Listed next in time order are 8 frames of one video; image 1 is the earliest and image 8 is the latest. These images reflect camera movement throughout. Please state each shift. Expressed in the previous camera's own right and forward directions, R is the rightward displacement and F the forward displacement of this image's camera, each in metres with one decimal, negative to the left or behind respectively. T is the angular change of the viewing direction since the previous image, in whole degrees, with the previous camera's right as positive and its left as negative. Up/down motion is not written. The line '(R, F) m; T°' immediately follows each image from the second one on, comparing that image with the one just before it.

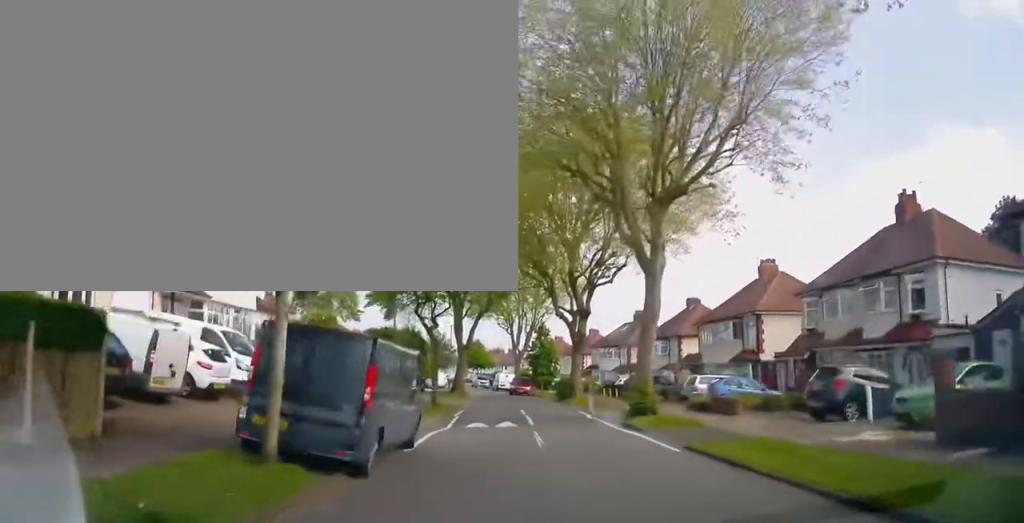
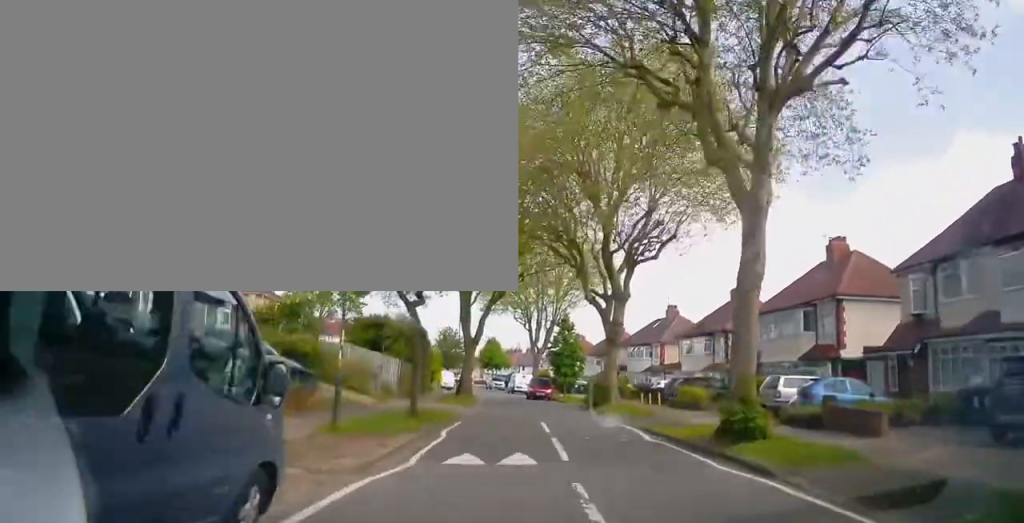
(-0.1, +8.2) m; 0°
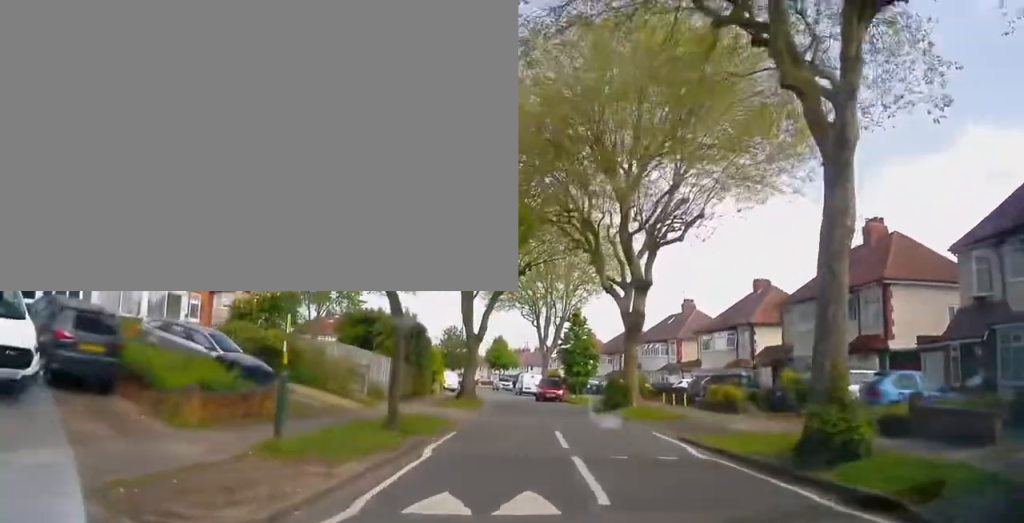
(0.0, +3.7) m; 0°
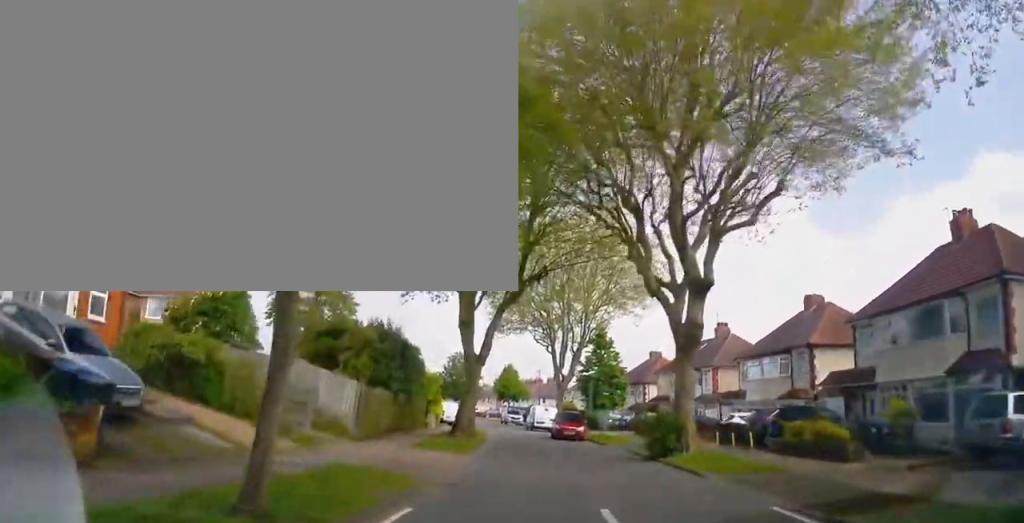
(+0.1, +7.6) m; 0°
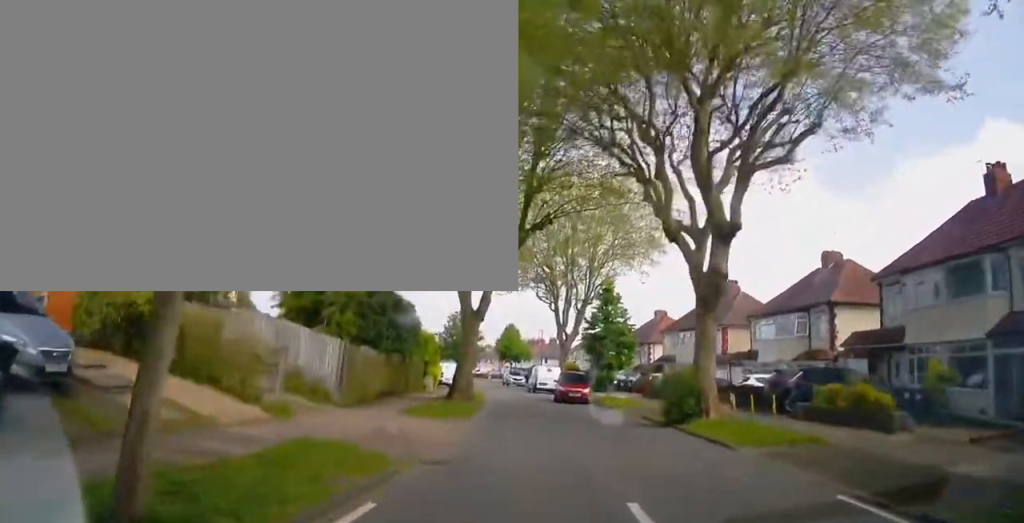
(0.0, +2.4) m; -1°
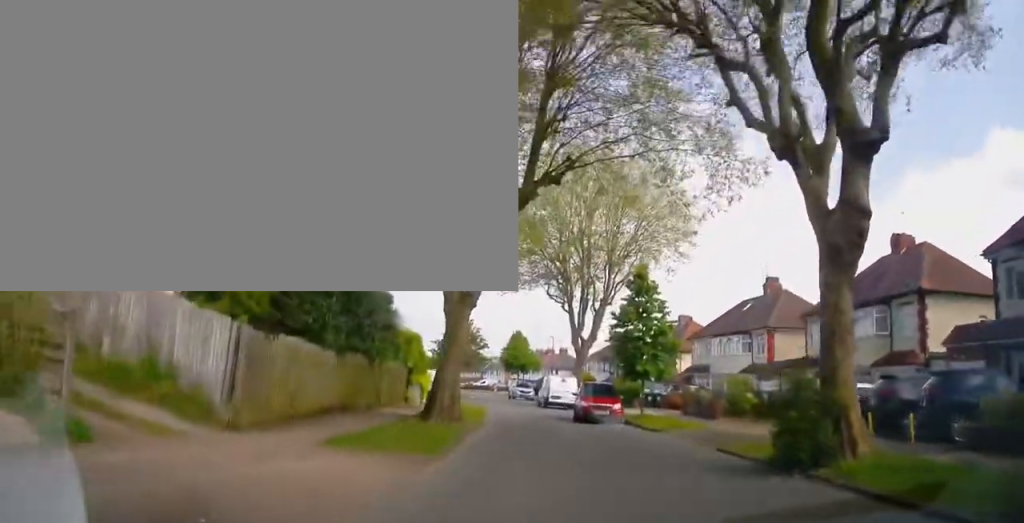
(-0.3, +7.0) m; -2°
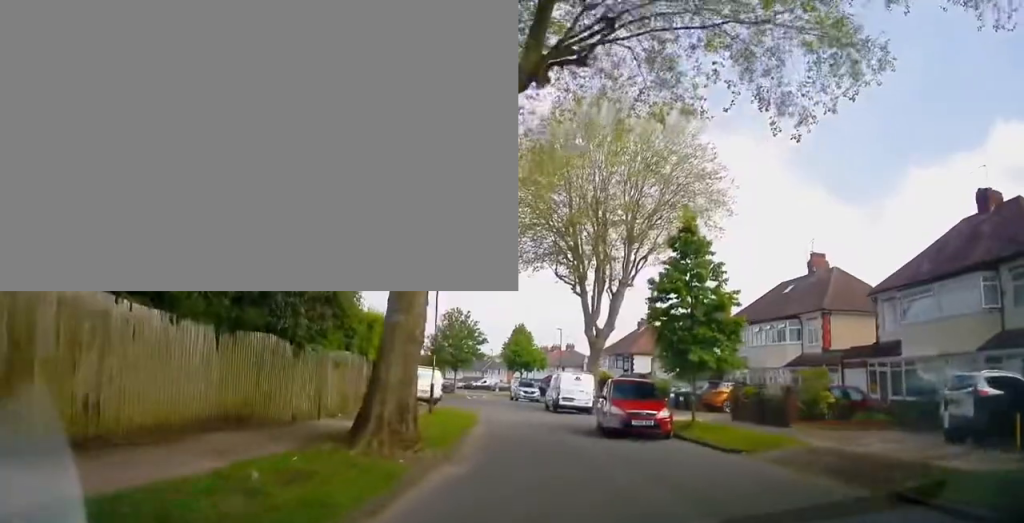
(+0.1, +6.7) m; 0°
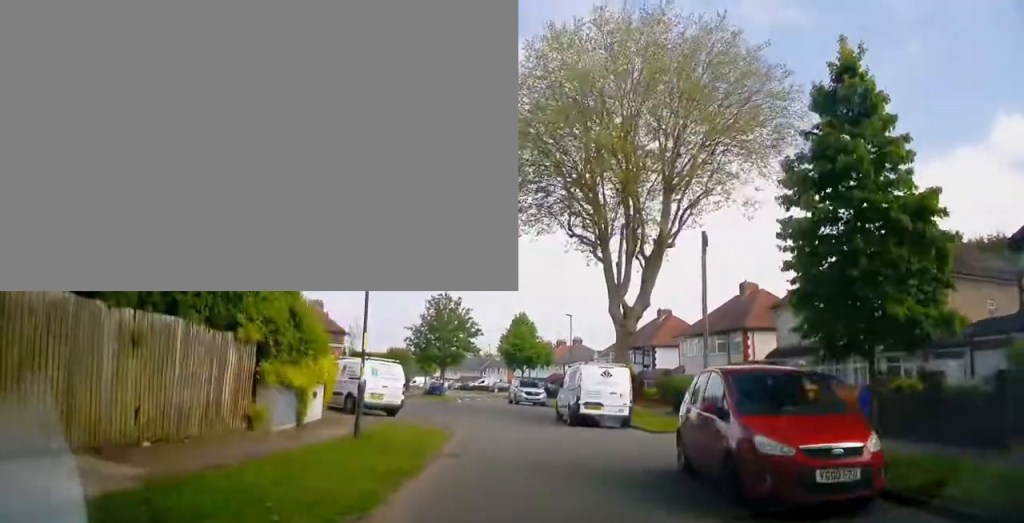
(-0.2, +9.5) m; -1°
